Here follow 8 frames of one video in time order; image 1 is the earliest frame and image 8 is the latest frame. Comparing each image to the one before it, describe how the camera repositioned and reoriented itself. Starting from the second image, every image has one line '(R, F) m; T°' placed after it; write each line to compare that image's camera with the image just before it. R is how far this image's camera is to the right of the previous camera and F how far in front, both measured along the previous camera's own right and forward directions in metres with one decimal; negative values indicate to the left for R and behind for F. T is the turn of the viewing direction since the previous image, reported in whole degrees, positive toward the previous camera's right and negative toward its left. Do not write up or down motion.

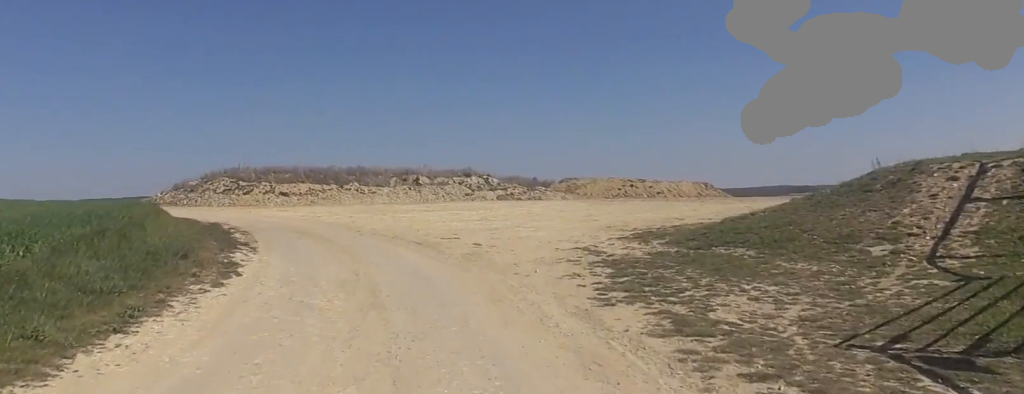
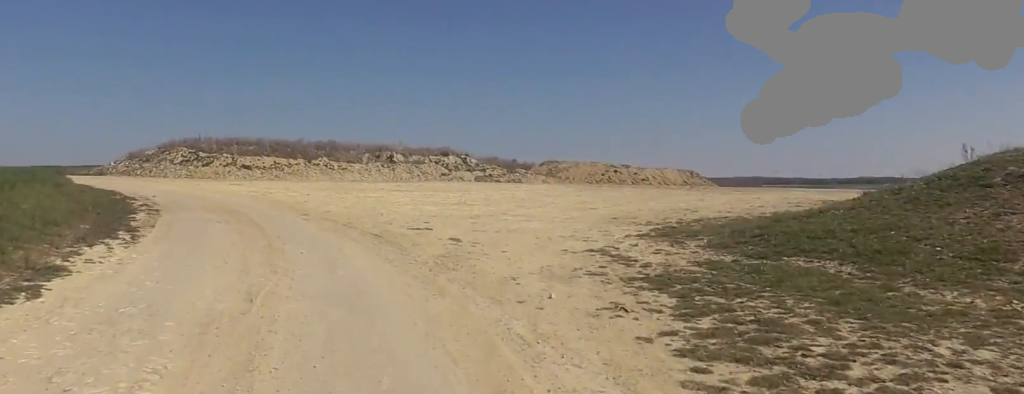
(0.0, +4.3) m; -4°
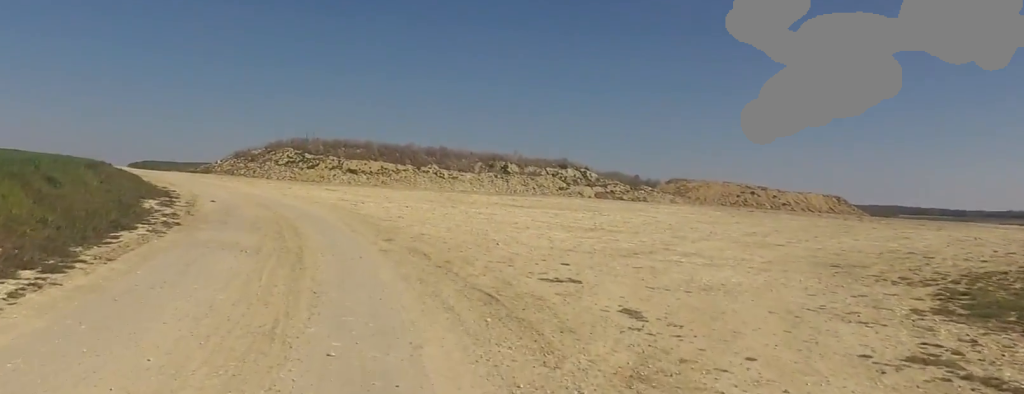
(-0.3, +5.5) m; -13°
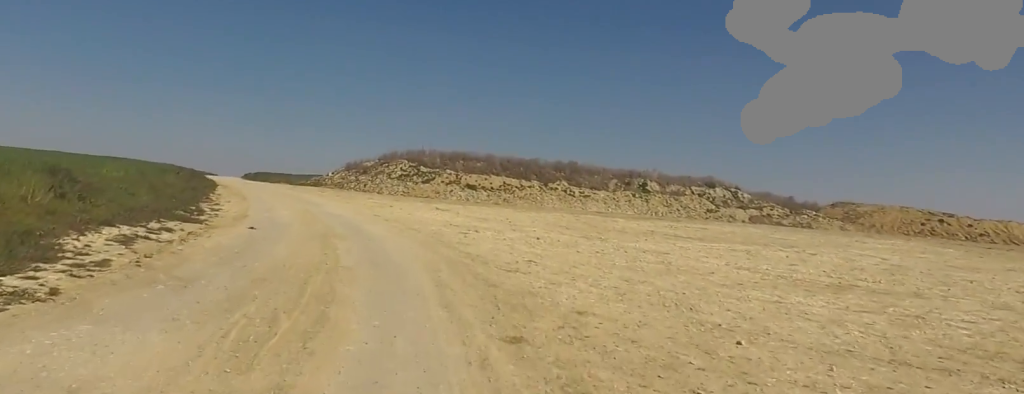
(-1.2, +6.2) m; -17°
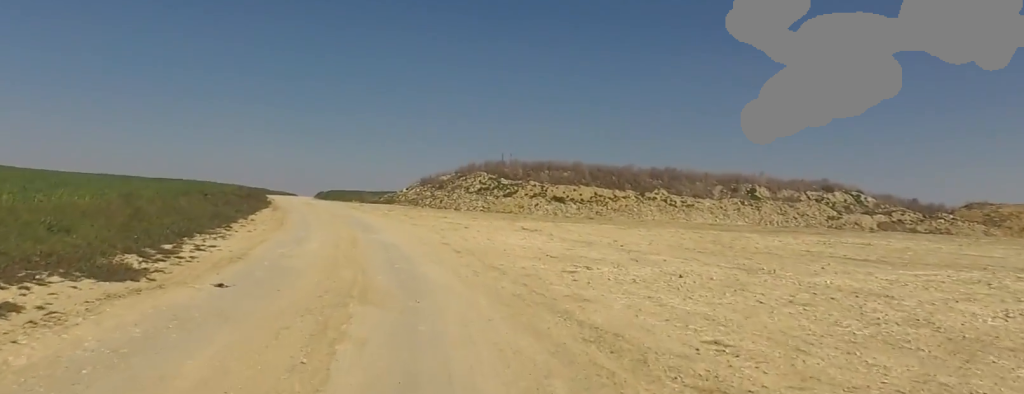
(-0.2, +5.1) m; -3°
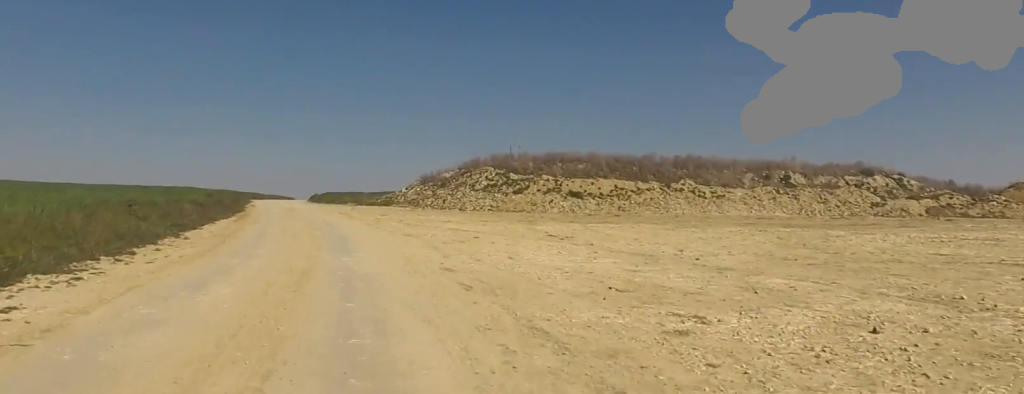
(0.0, +5.0) m; 0°
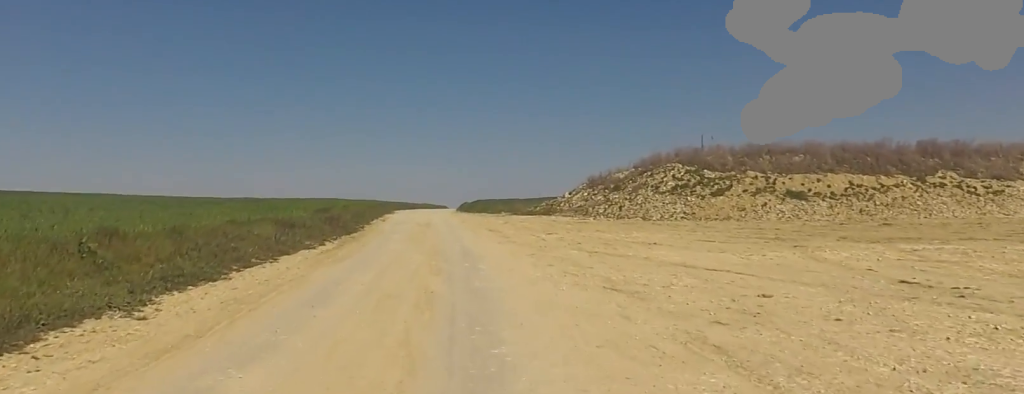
(0.0, +8.2) m; 0°
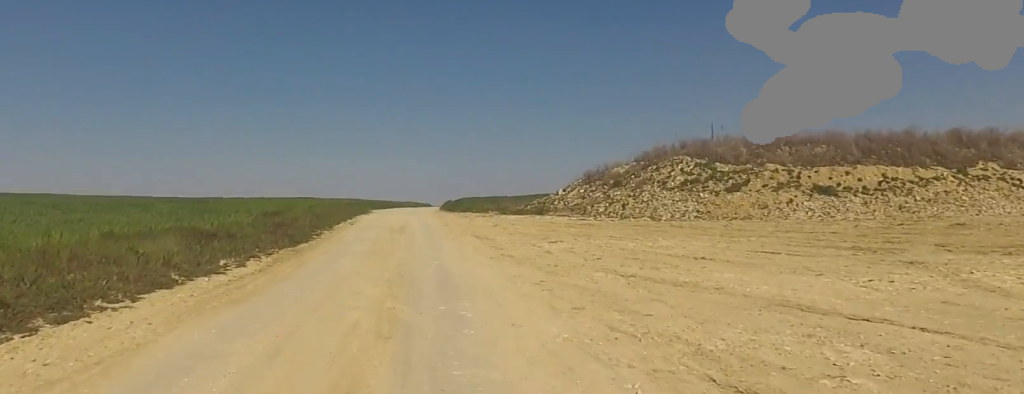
(0.0, +4.3) m; 0°
